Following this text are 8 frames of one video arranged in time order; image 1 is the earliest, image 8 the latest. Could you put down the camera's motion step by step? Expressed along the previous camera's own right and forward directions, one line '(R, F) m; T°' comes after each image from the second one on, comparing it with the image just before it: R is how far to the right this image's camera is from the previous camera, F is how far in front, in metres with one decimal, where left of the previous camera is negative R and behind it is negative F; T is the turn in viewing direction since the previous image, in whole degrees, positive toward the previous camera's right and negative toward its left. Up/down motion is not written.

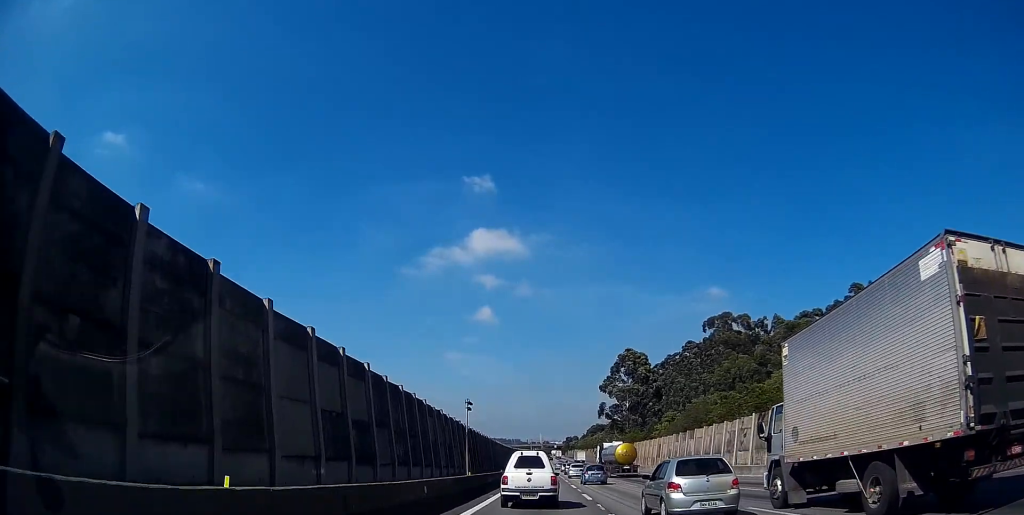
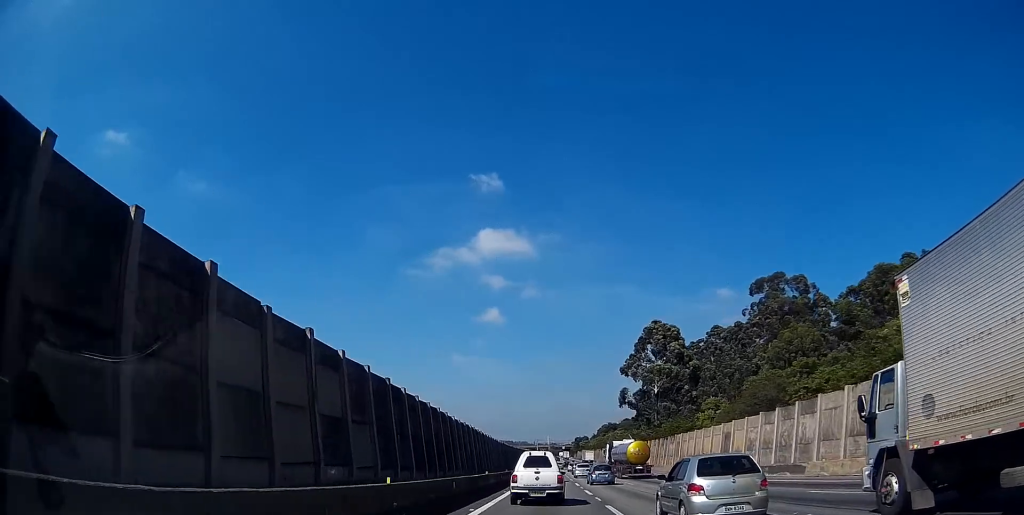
(0.0, +33.3) m; 0°
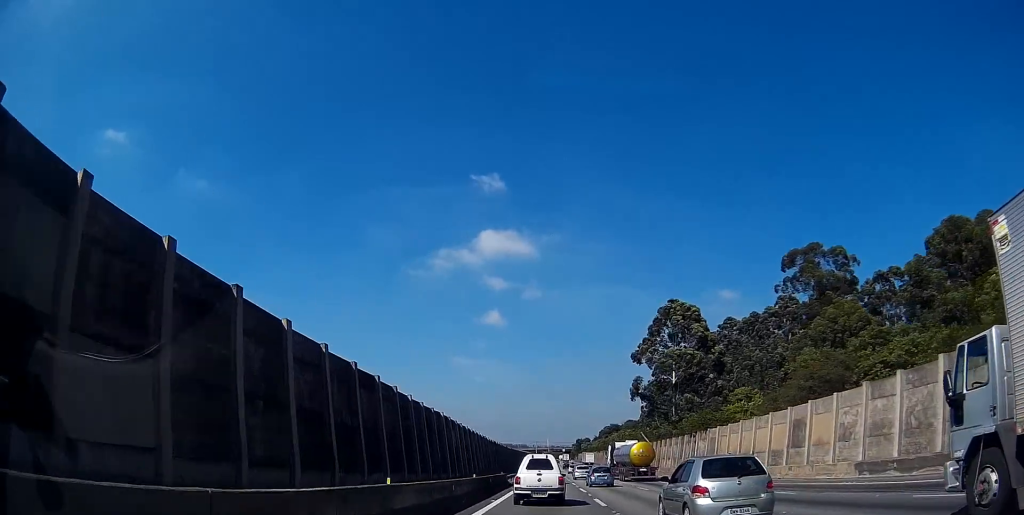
(+0.1, +18.3) m; 0°
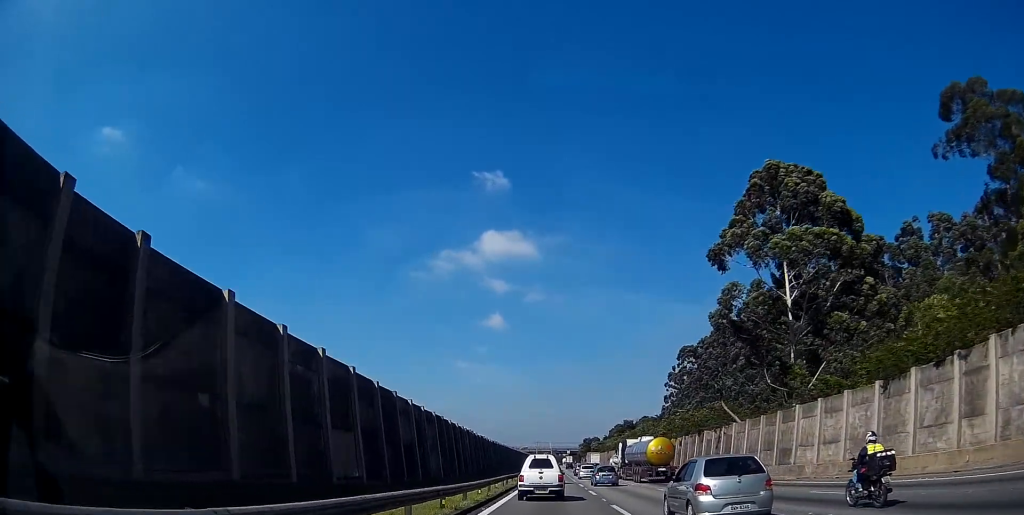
(-0.2, +52.8) m; -1°
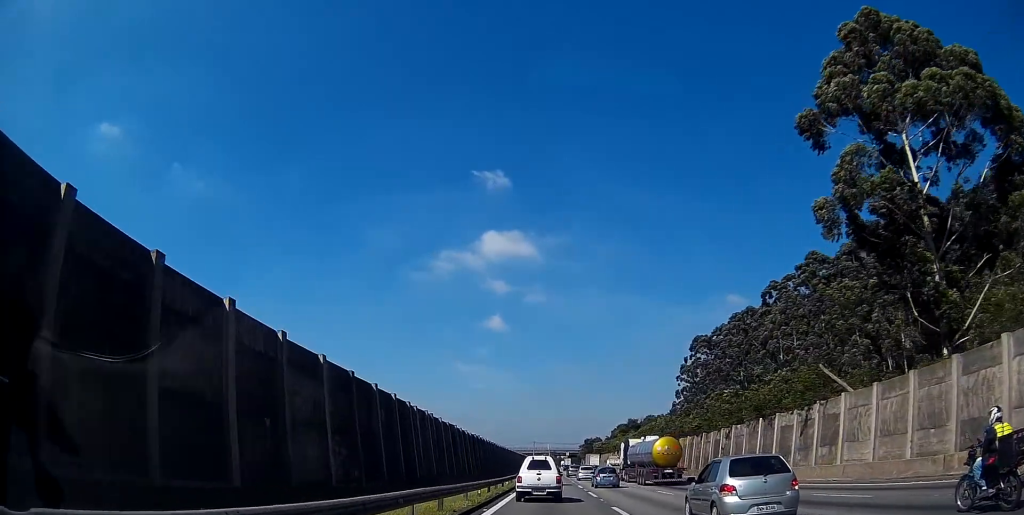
(-0.3, +23.6) m; 0°
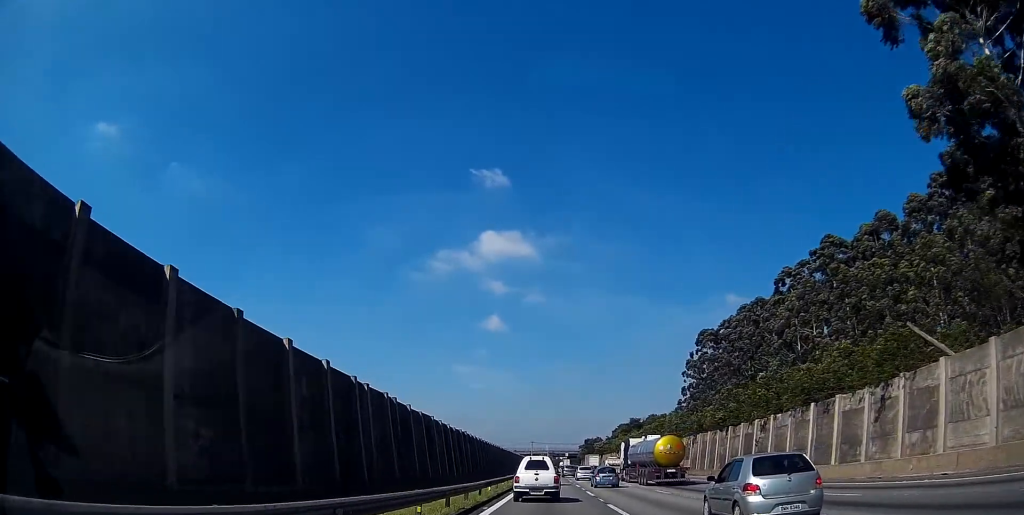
(0.0, +10.9) m; 0°
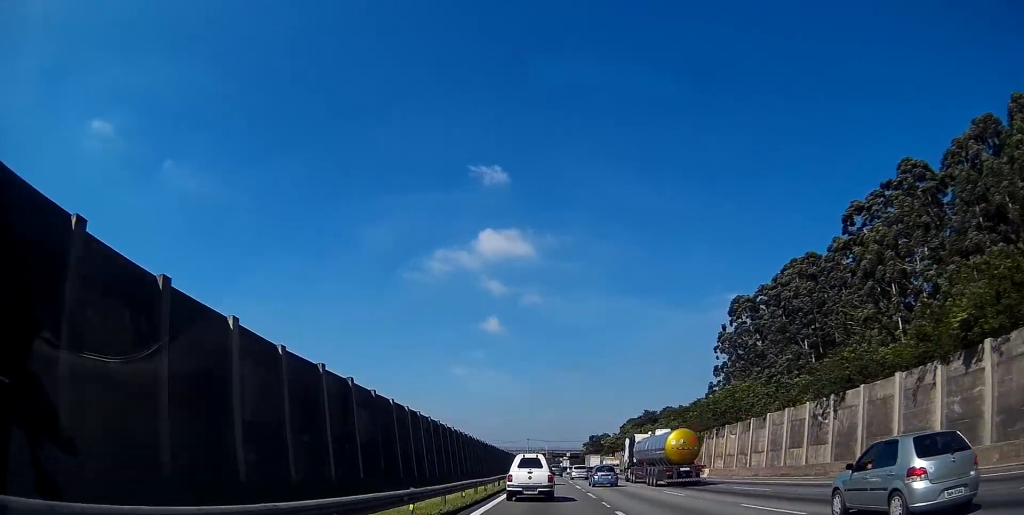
(0.0, +38.8) m; -1°
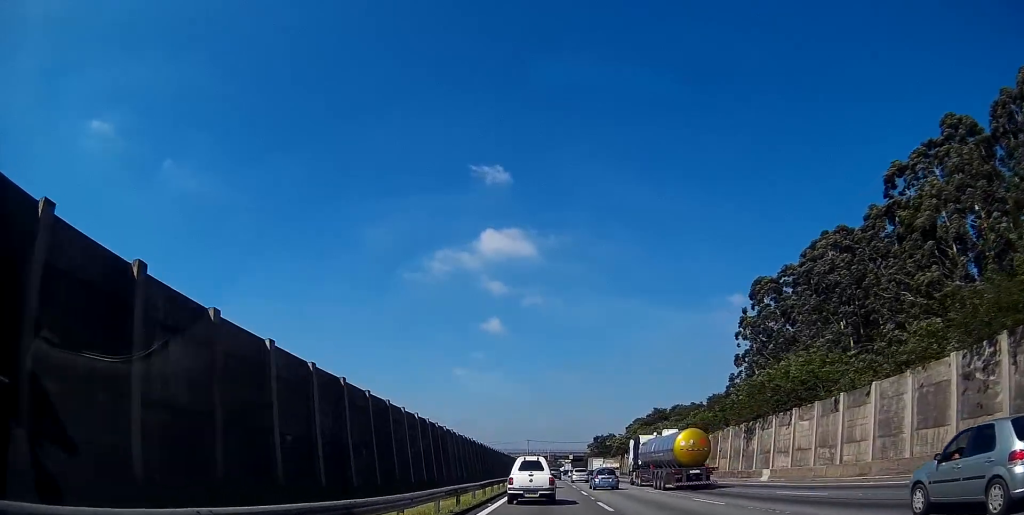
(-0.1, +17.3) m; 0°
